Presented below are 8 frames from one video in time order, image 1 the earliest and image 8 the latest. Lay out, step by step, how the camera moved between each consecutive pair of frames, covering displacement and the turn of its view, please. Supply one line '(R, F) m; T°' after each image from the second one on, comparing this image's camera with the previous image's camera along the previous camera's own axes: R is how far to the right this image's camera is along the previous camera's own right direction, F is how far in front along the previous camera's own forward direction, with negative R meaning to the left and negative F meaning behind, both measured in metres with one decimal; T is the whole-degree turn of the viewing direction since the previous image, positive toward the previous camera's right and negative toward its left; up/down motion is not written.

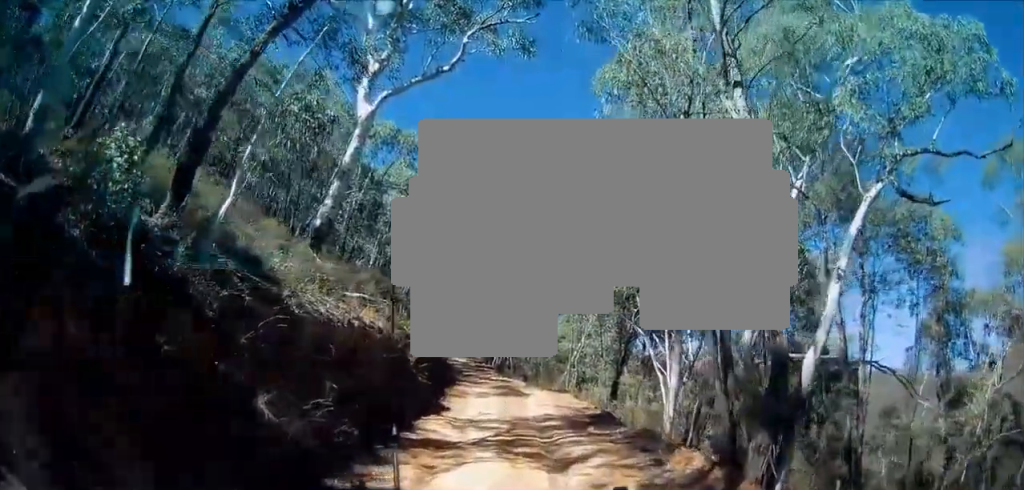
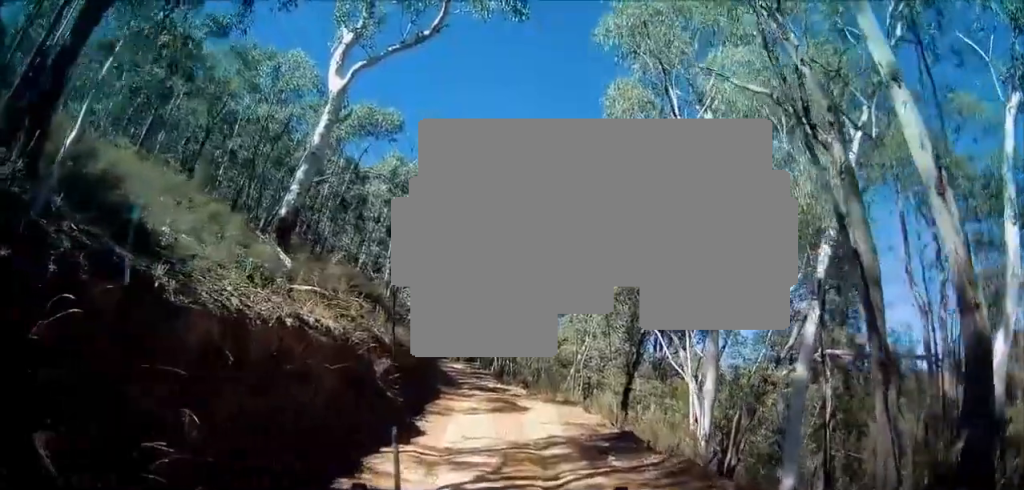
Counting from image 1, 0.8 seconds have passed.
(0.0, +3.2) m; +6°
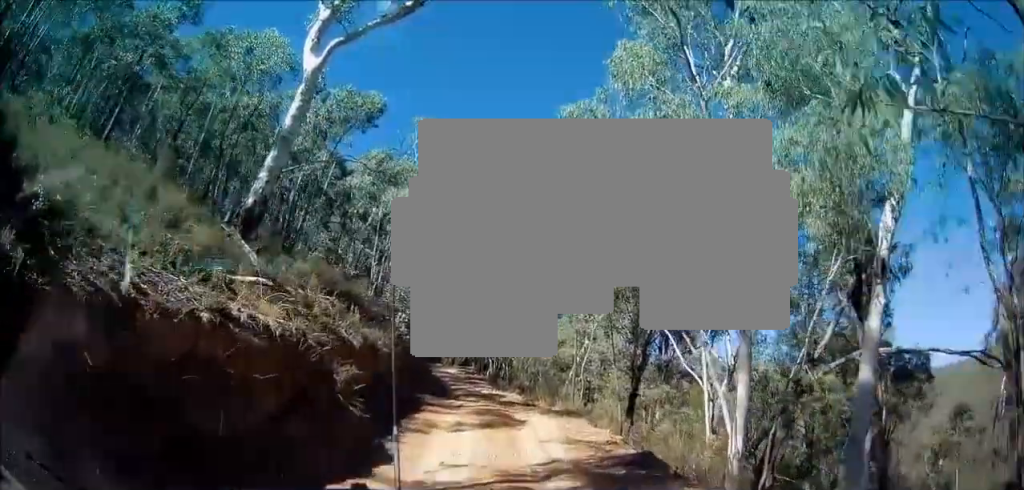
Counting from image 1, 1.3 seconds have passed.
(+0.2, +2.1) m; -1°
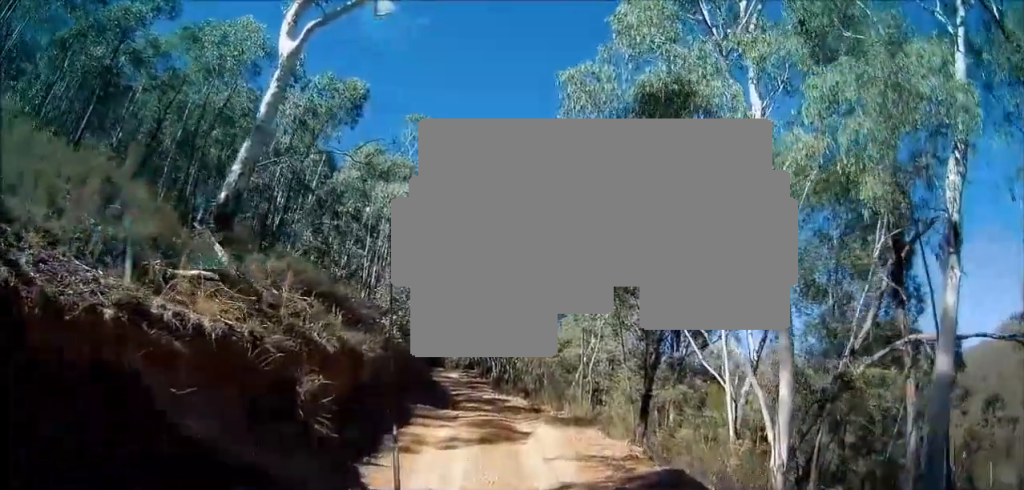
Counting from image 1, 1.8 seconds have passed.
(+0.2, +1.7) m; -1°
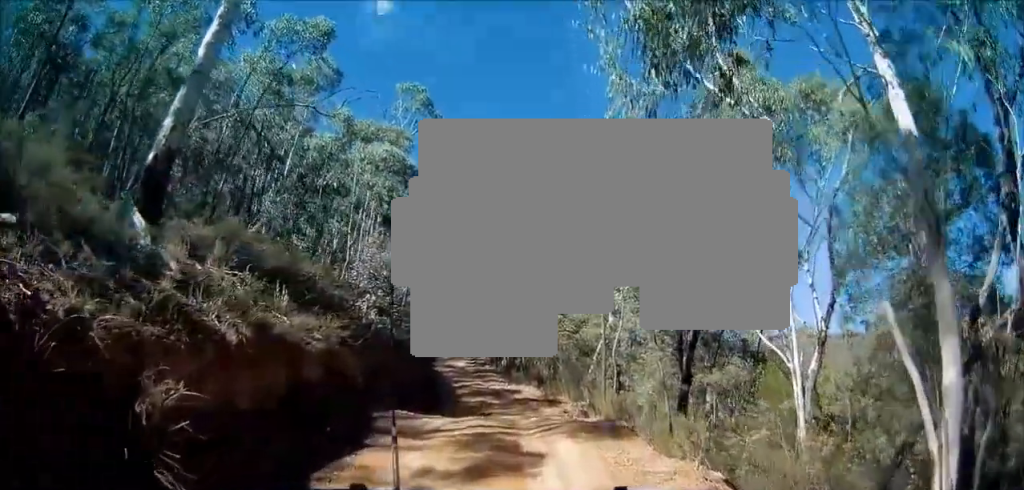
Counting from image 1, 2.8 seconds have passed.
(-0.5, +3.6) m; -9°
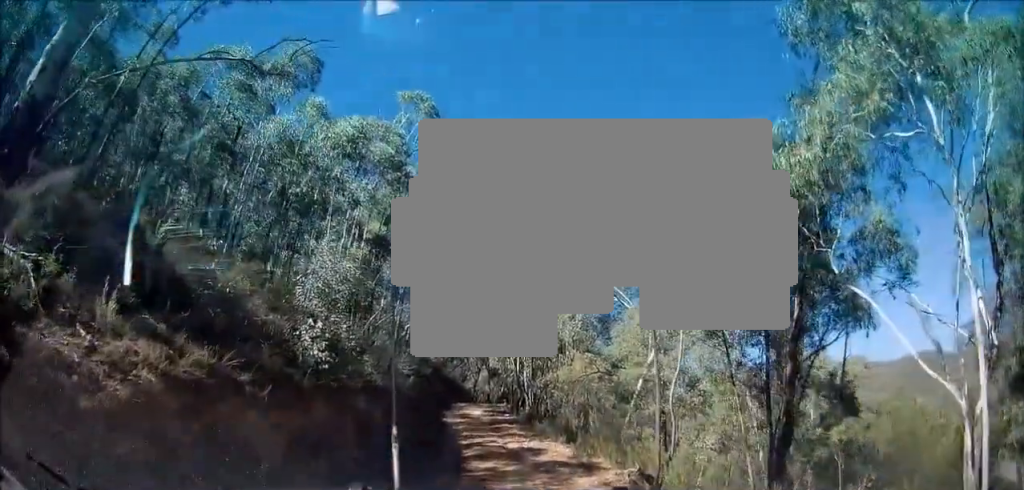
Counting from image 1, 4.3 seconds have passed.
(+0.5, +5.6) m; +7°
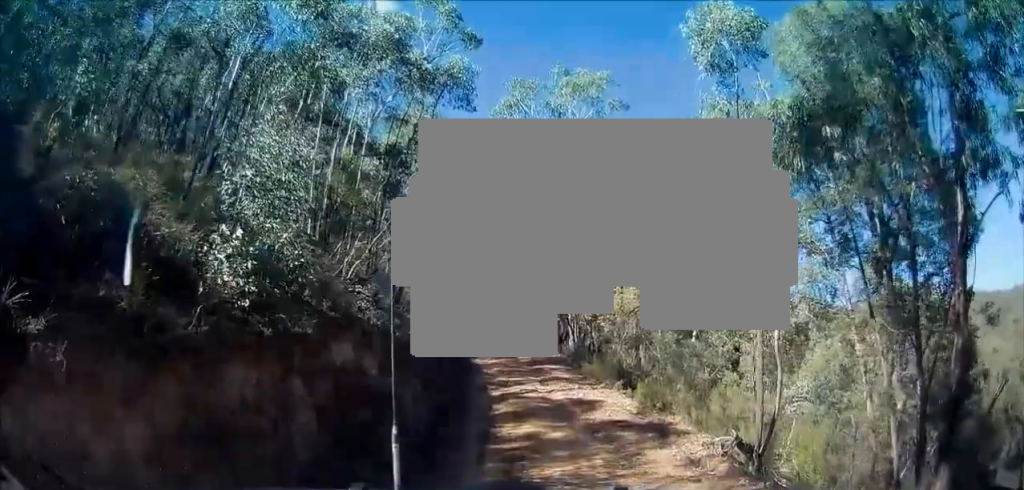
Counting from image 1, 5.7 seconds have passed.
(-0.3, +4.6) m; -10°
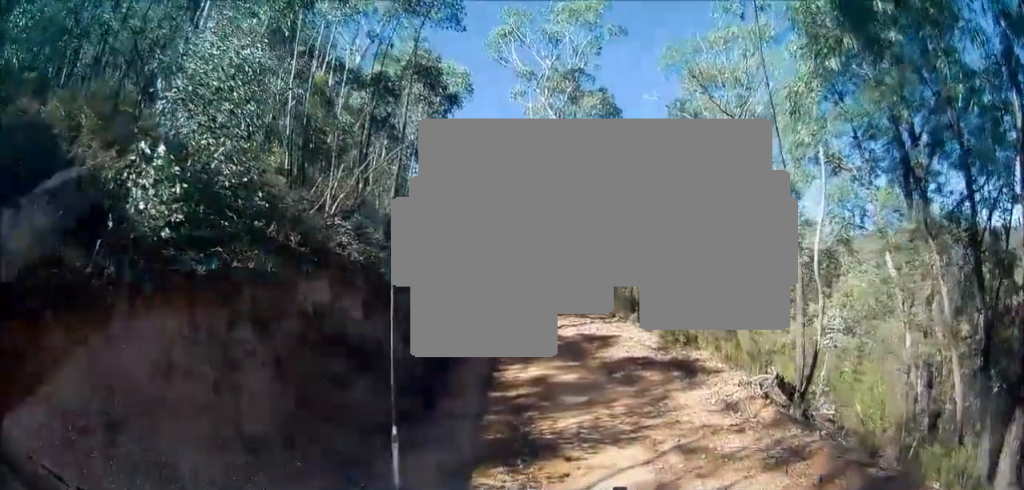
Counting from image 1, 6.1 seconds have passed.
(-0.1, +1.5) m; -3°
